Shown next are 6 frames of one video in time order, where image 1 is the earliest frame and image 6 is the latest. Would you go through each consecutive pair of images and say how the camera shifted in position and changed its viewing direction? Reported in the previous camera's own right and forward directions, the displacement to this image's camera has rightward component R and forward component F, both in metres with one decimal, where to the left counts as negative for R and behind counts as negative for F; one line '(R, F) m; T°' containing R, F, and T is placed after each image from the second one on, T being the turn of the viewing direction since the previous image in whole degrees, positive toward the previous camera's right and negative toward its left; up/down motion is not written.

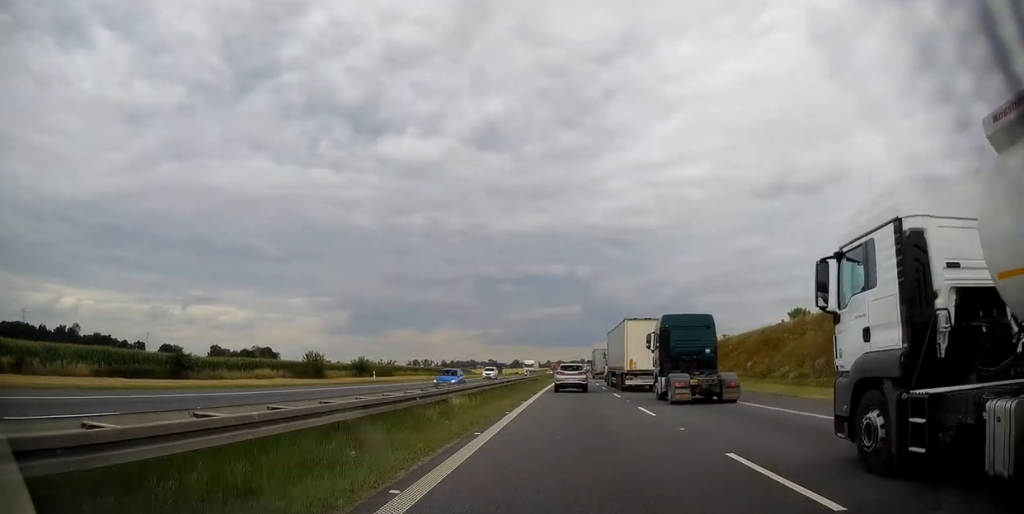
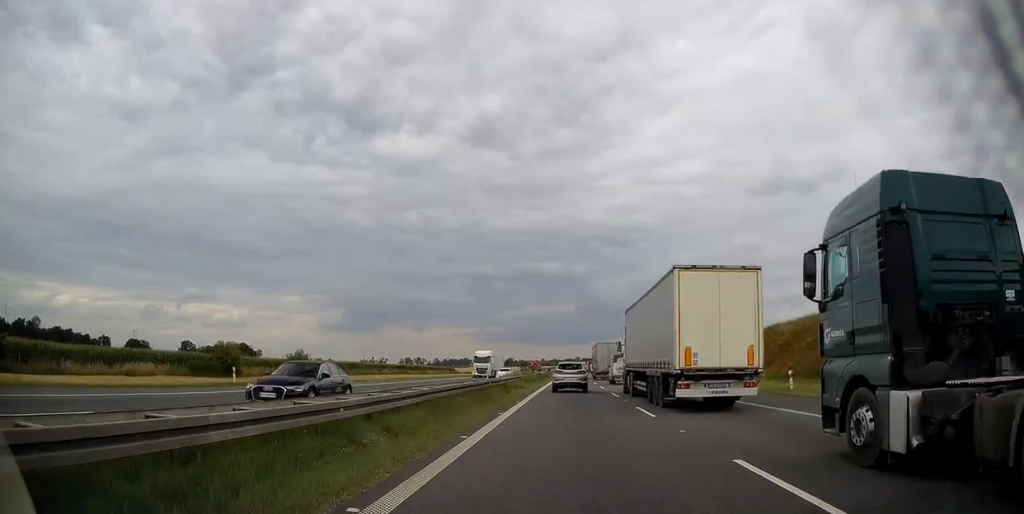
(+0.4, +24.8) m; +1°
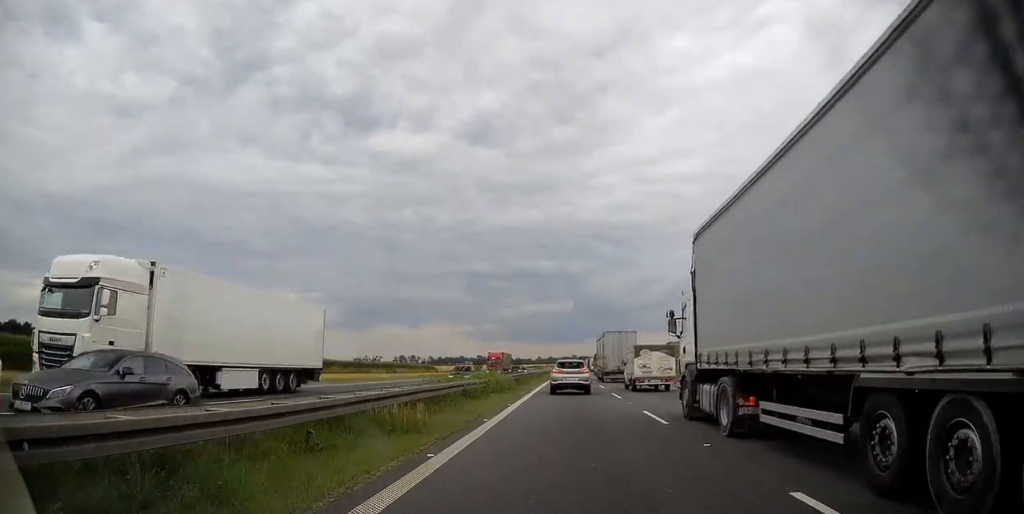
(-0.1, +26.0) m; 0°
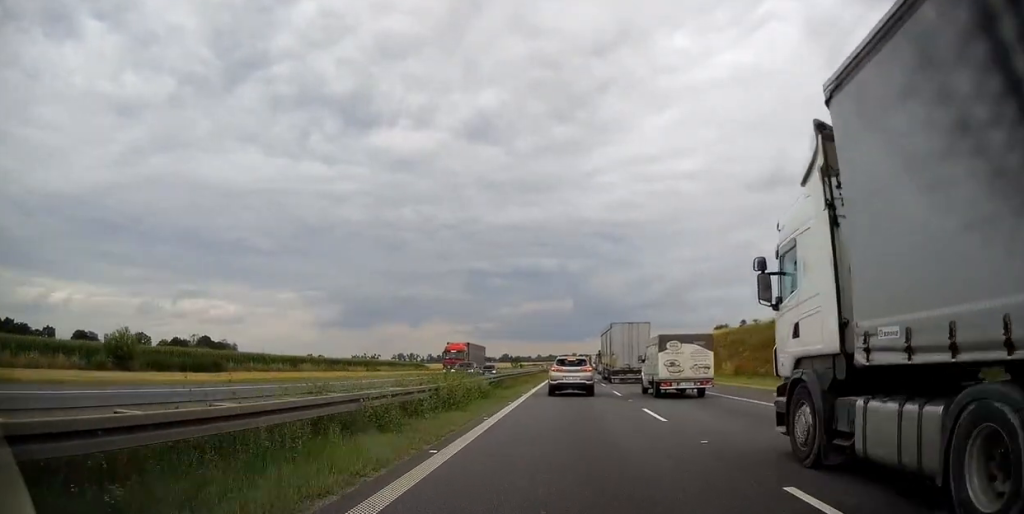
(-0.2, +11.2) m; +1°
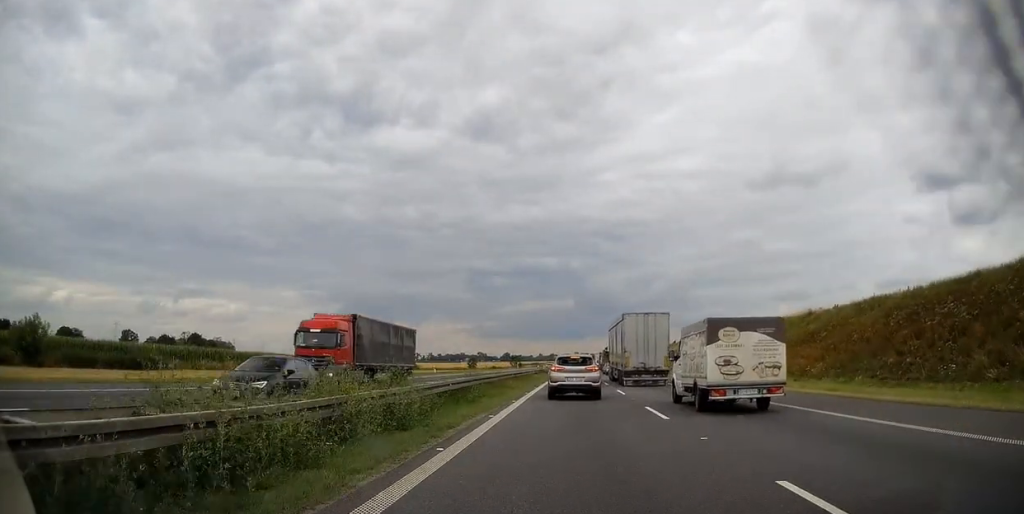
(+0.3, +11.5) m; 0°
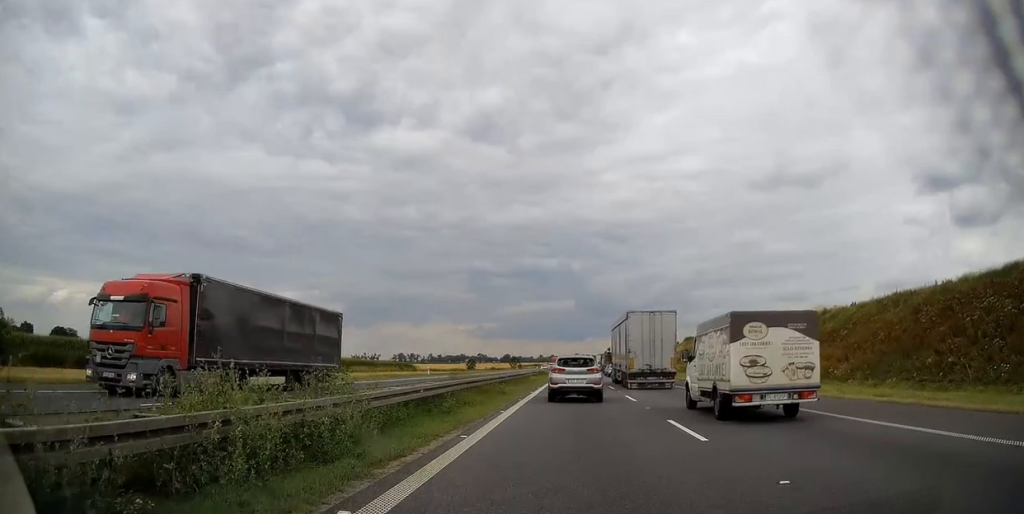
(-0.2, +4.3) m; 0°
